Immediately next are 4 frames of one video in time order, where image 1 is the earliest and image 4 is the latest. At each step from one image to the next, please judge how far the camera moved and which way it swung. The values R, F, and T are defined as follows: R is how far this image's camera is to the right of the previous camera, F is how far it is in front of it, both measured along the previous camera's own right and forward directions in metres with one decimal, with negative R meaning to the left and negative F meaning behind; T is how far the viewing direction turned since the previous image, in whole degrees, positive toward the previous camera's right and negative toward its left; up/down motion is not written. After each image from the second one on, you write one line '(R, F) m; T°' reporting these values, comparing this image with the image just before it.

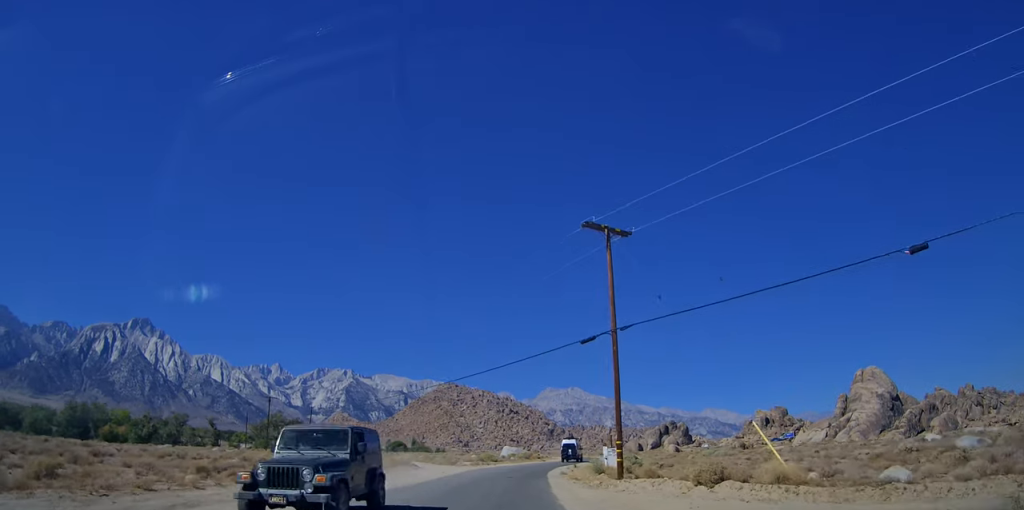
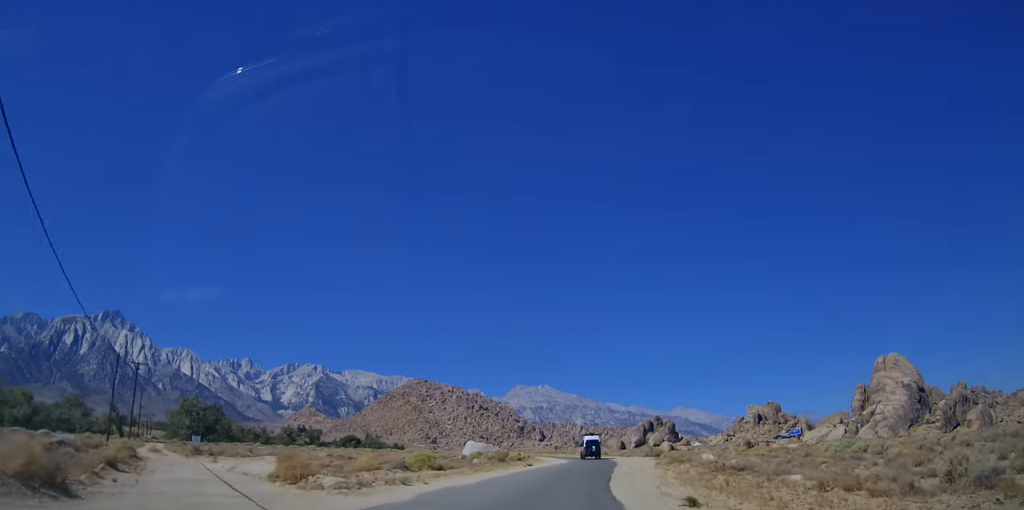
(+0.3, +34.0) m; 0°
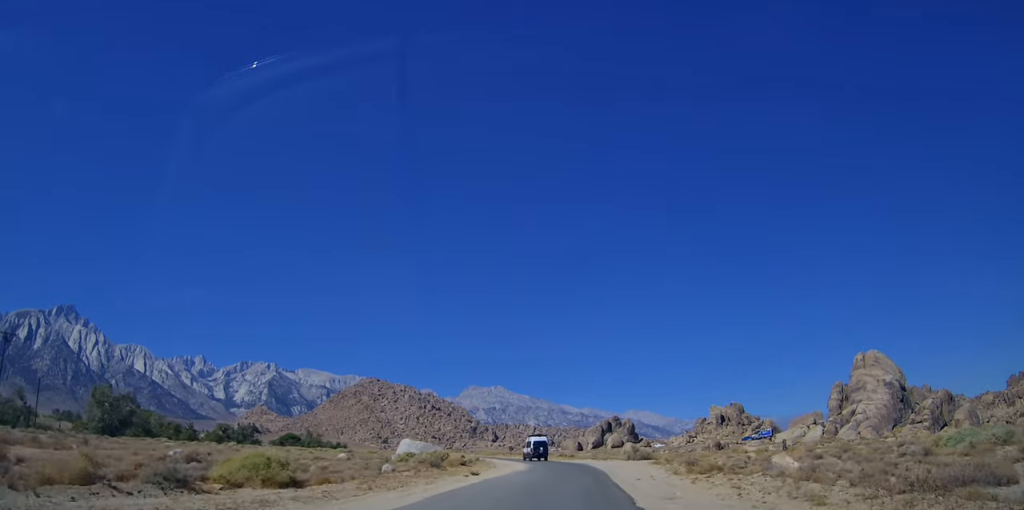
(-0.2, +16.2) m; +3°
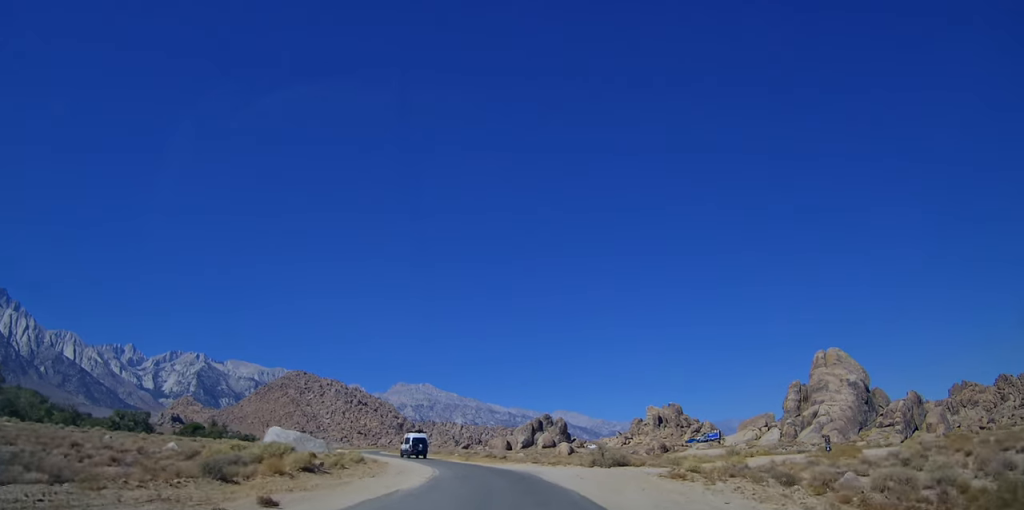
(+2.0, +20.7) m; +9°
